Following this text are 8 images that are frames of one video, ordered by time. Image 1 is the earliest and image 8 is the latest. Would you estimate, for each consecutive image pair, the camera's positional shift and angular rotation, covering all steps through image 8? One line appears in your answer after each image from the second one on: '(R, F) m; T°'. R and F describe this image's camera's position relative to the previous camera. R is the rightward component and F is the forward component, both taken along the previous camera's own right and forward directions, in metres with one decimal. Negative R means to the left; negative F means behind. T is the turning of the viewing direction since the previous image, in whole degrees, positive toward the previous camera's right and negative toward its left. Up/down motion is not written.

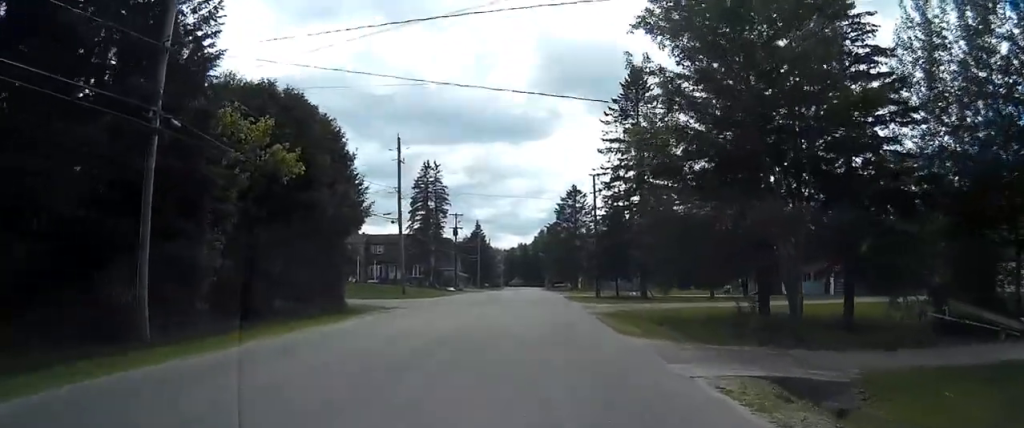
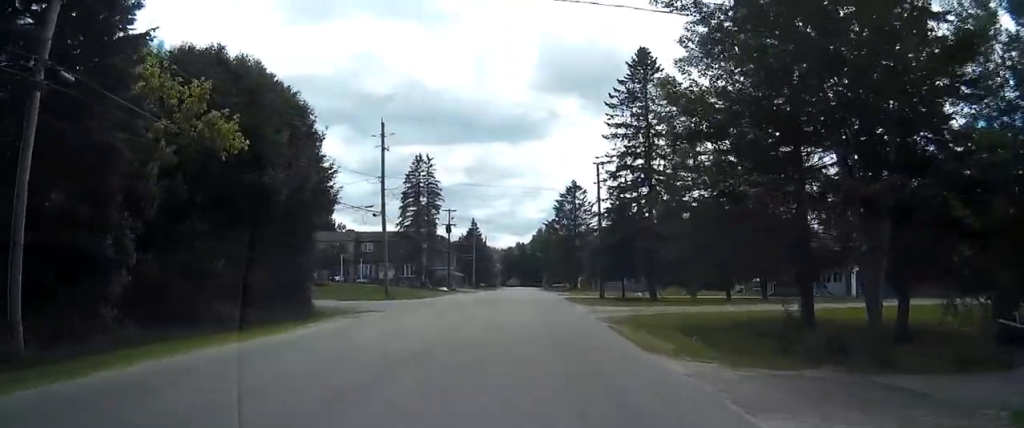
(0.0, +5.2) m; 0°
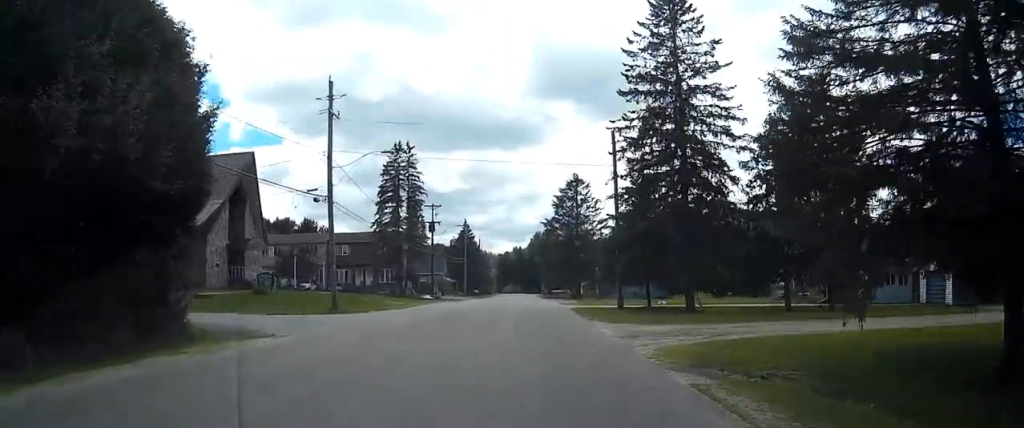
(0.0, +12.0) m; 0°
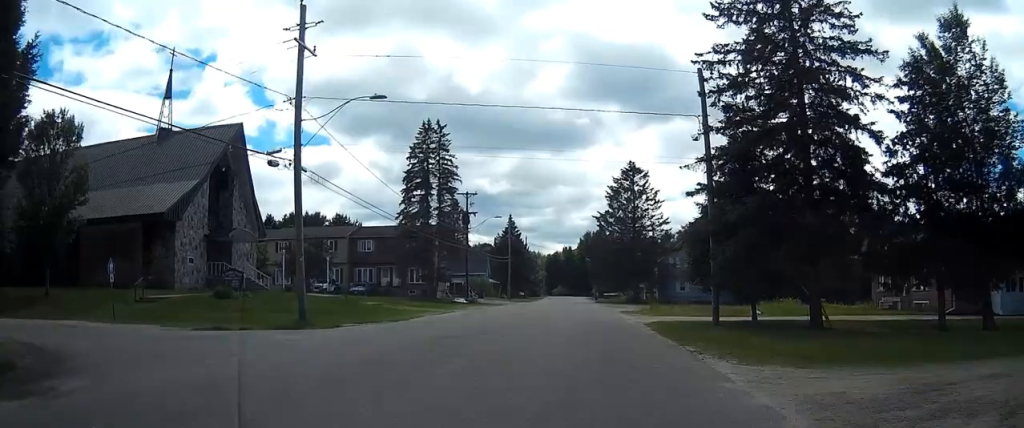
(0.0, +12.3) m; 0°
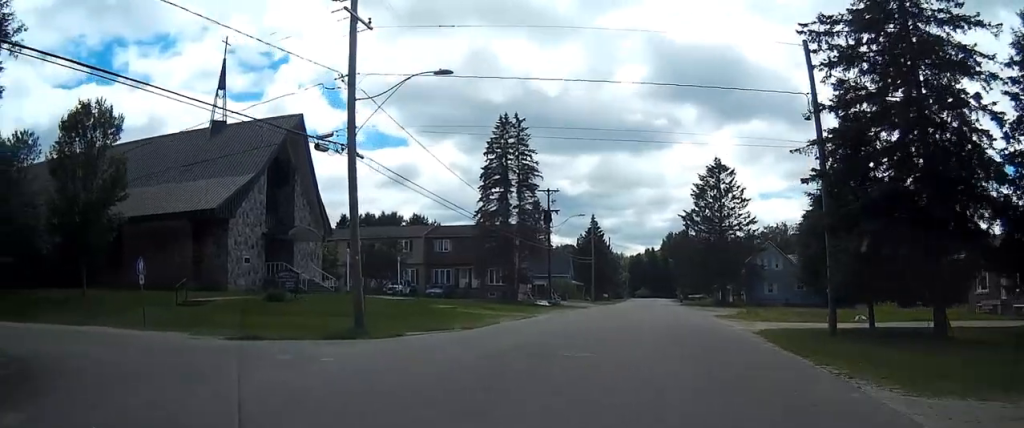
(0.0, +4.2) m; 0°
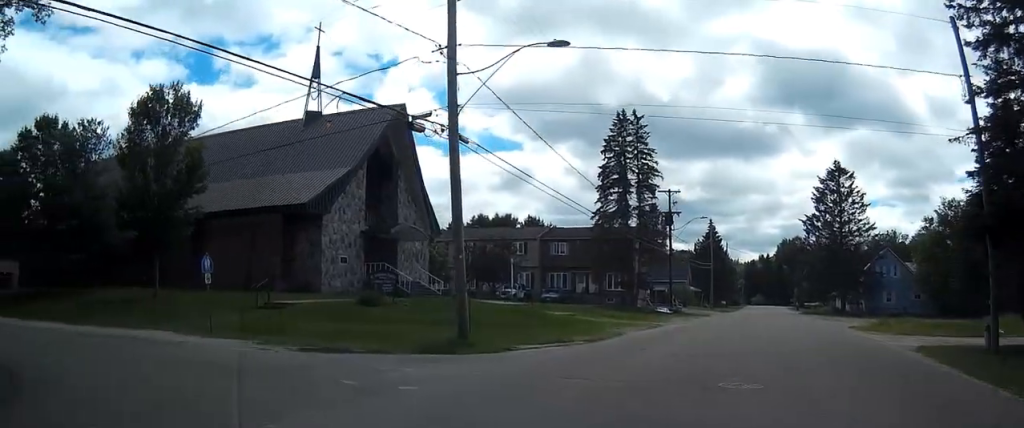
(0.0, +4.5) m; 0°
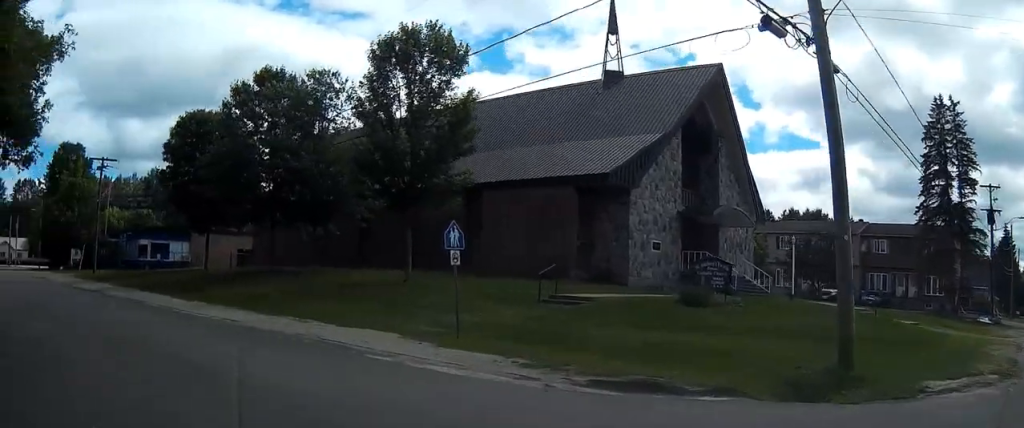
(0.0, +10.3) m; -13°
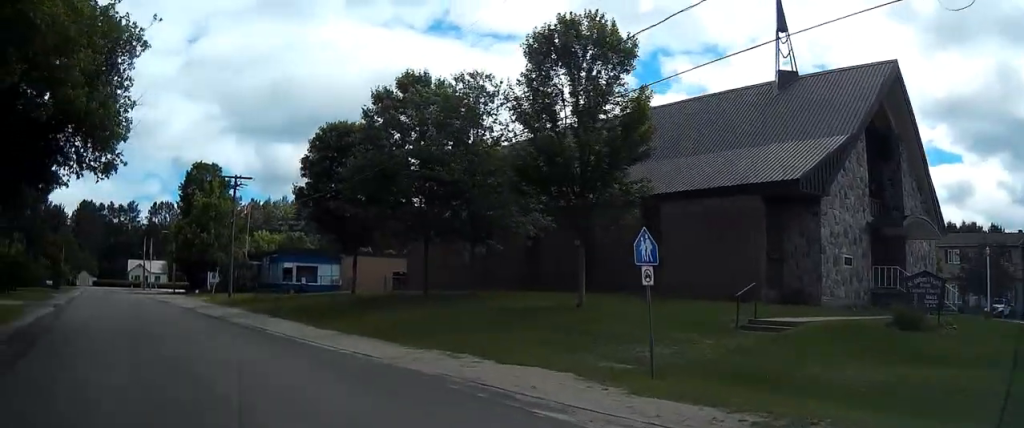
(+0.7, +4.6) m; -23°
